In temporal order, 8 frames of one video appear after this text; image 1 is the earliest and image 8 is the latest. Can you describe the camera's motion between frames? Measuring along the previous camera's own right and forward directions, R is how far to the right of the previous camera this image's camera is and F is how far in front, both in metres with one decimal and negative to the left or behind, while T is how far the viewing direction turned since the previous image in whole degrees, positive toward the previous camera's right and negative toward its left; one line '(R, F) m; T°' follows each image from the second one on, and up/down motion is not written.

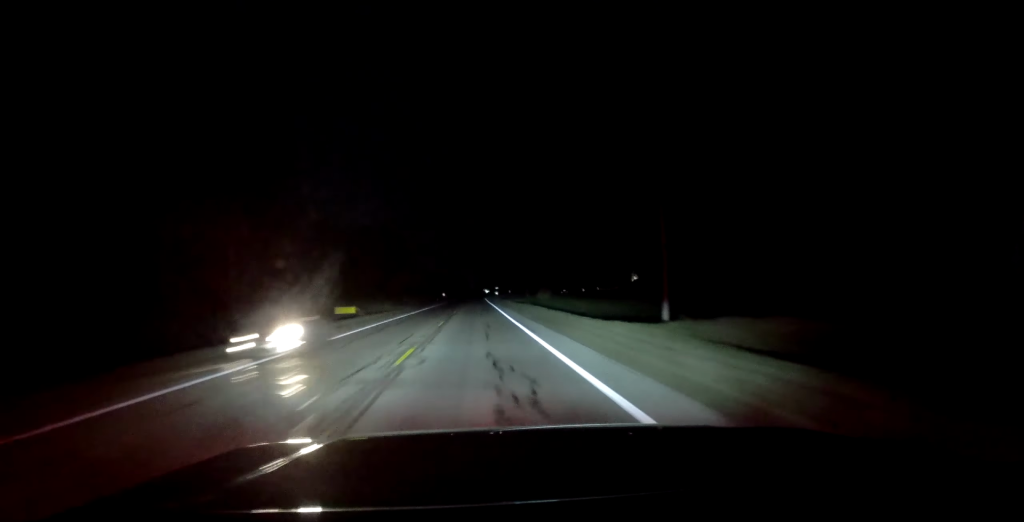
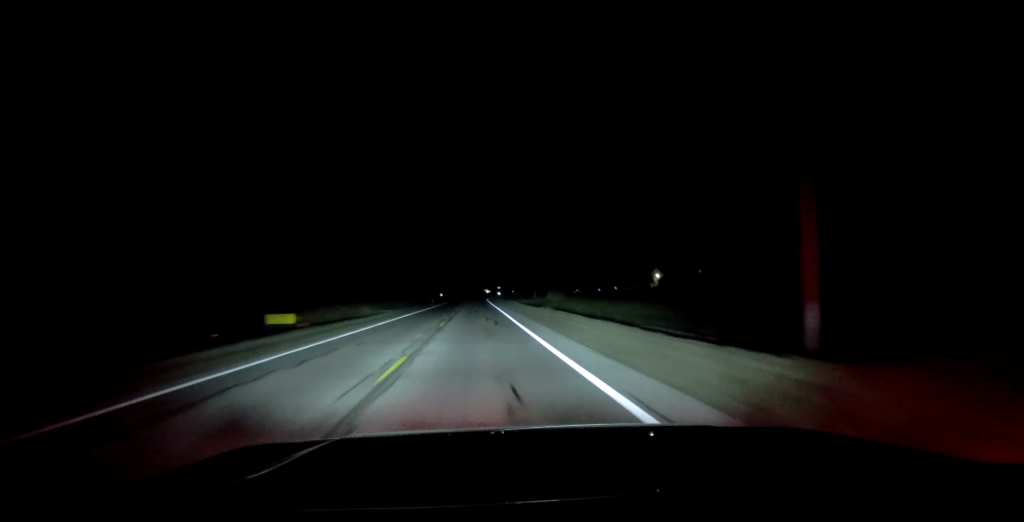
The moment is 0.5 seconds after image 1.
(+0.1, +17.7) m; 0°
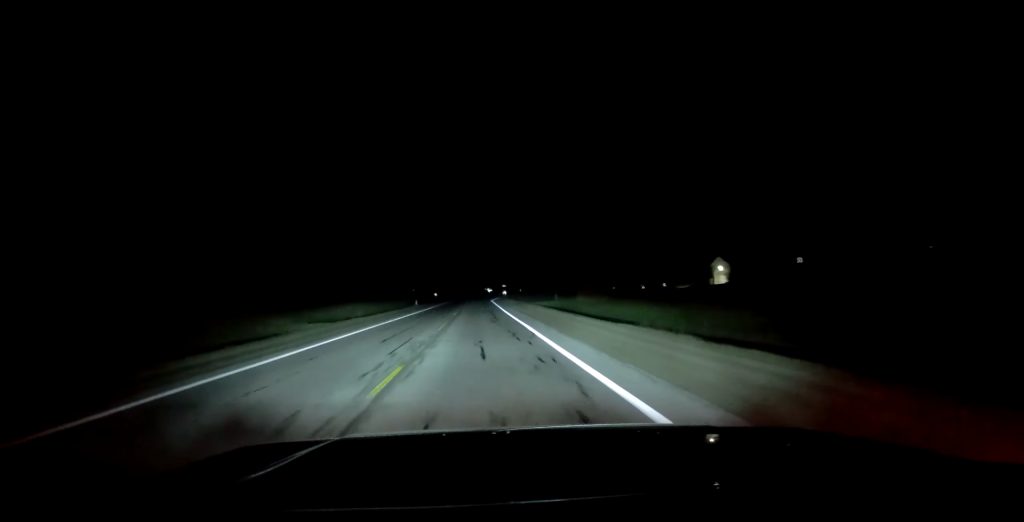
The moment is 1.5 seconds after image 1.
(-0.5, +32.4) m; -1°
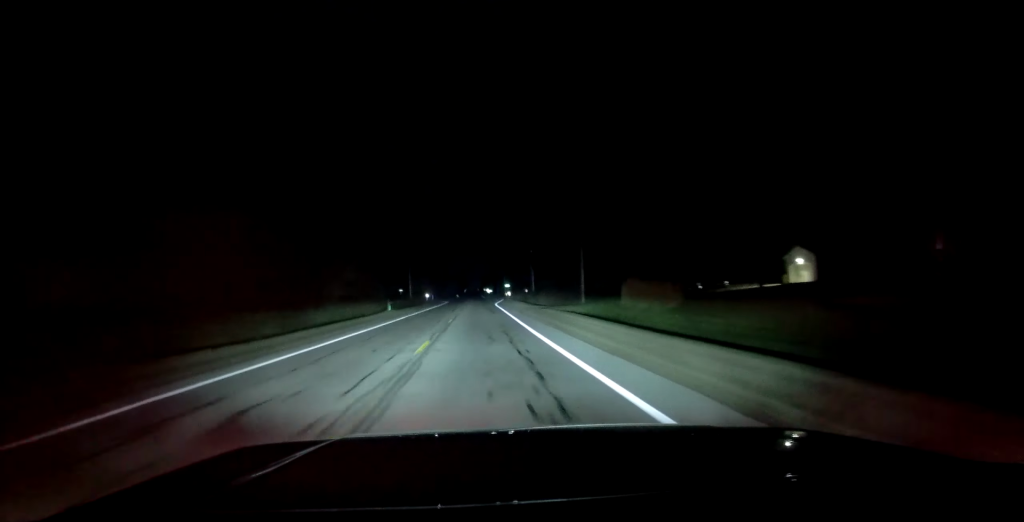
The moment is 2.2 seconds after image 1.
(0.0, +24.7) m; 0°
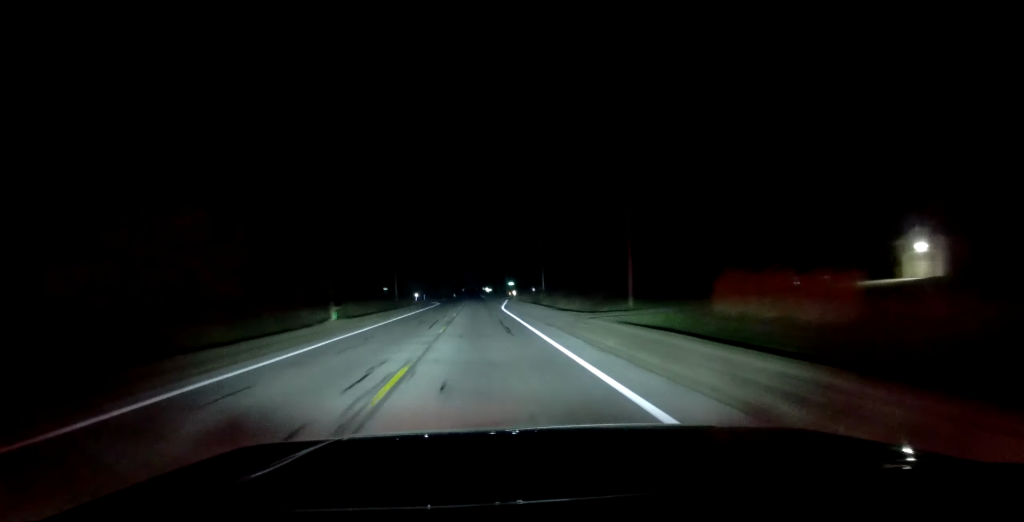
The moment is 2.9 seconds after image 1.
(0.0, +22.5) m; 0°
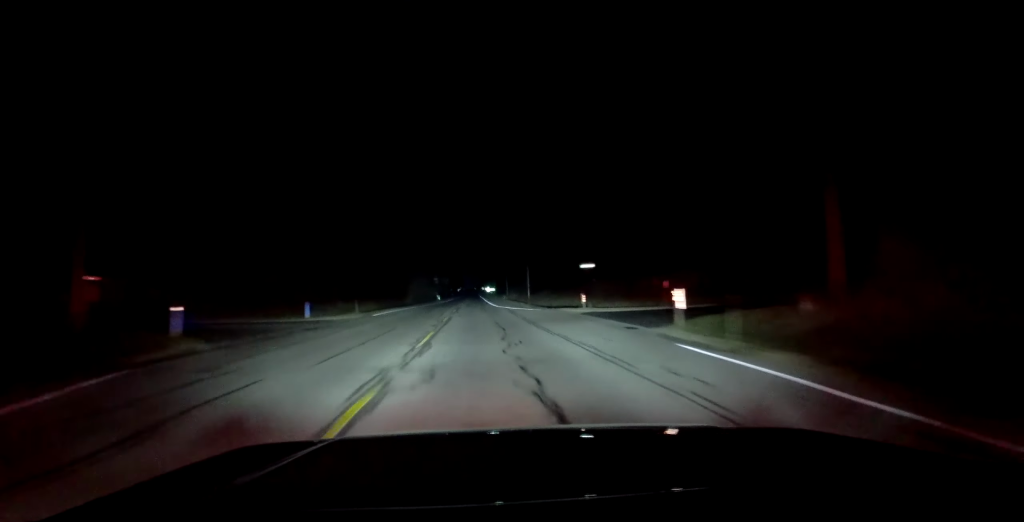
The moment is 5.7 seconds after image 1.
(0.0, +95.8) m; 0°
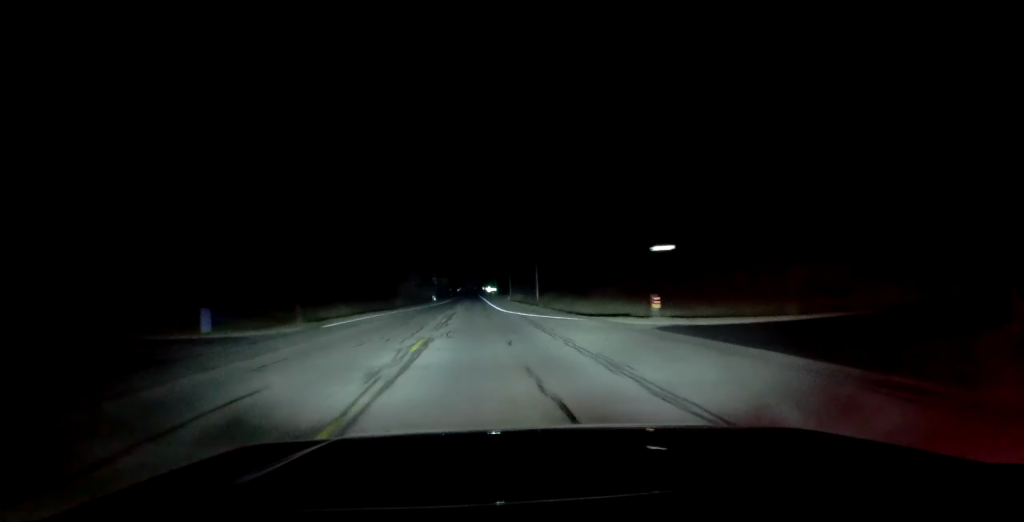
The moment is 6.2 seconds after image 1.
(-0.1, +17.0) m; 0°
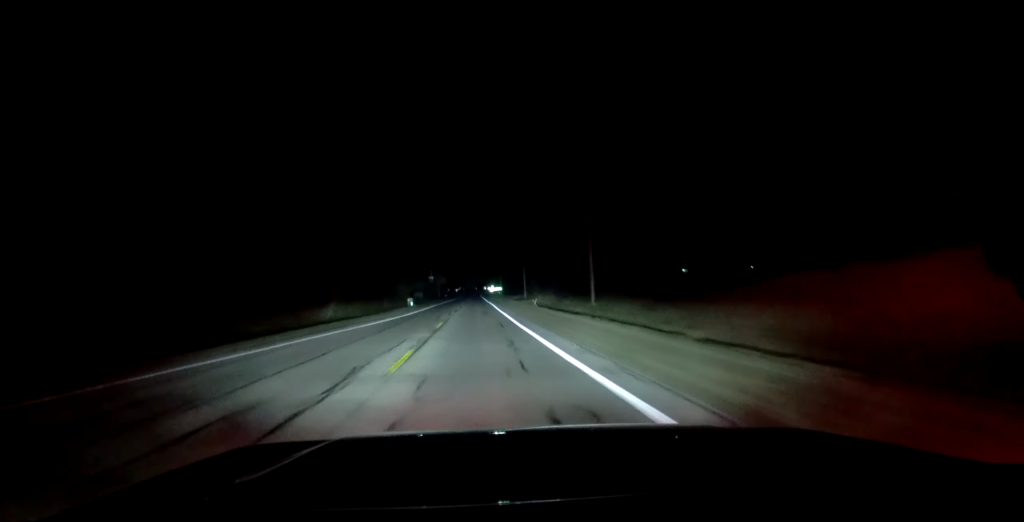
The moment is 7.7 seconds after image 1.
(0.0, +50.1) m; -1°
